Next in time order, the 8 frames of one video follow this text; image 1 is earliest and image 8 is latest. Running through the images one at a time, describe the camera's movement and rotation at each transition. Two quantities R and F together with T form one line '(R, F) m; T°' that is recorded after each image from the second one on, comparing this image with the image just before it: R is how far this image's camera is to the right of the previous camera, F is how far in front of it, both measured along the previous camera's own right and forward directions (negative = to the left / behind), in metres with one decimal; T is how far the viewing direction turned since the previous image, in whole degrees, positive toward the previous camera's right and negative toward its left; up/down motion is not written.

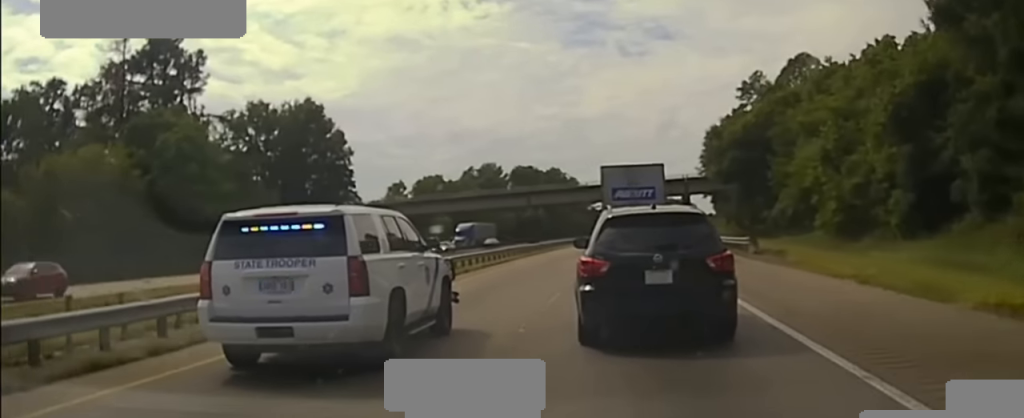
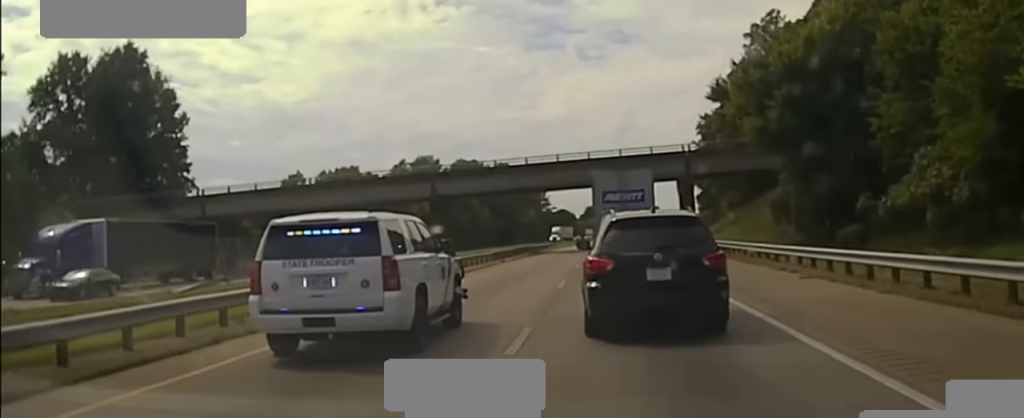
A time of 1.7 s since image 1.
(+1.9, +42.5) m; +3°
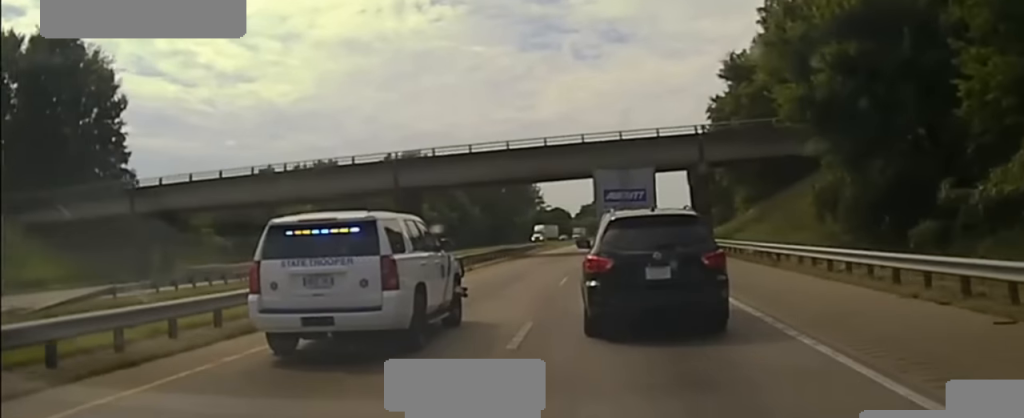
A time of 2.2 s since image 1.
(0.0, +11.8) m; 0°
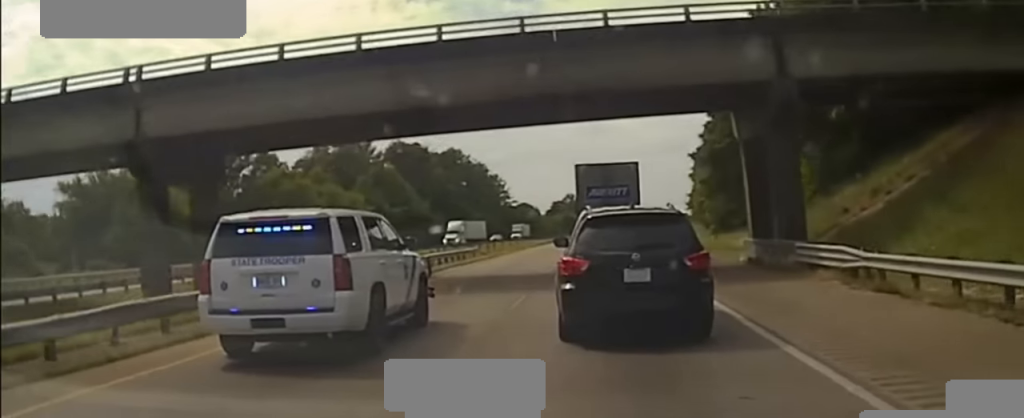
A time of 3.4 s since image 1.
(0.0, +32.0) m; +1°
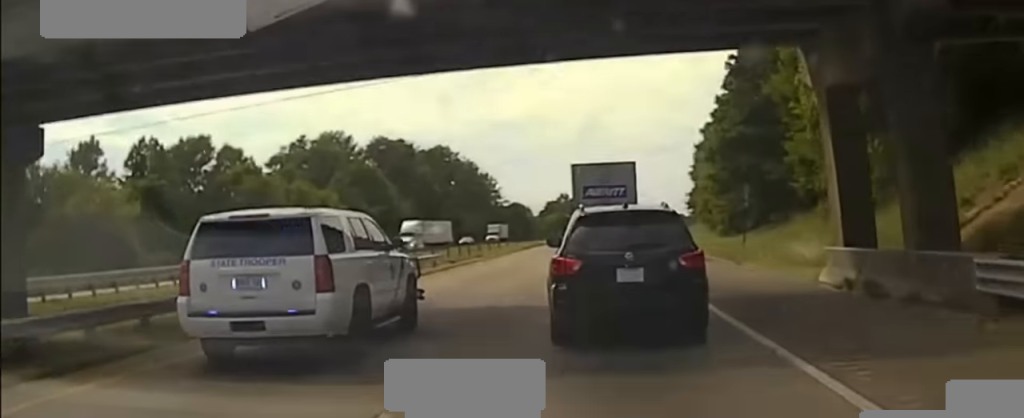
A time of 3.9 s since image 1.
(-0.1, +11.5) m; +1°
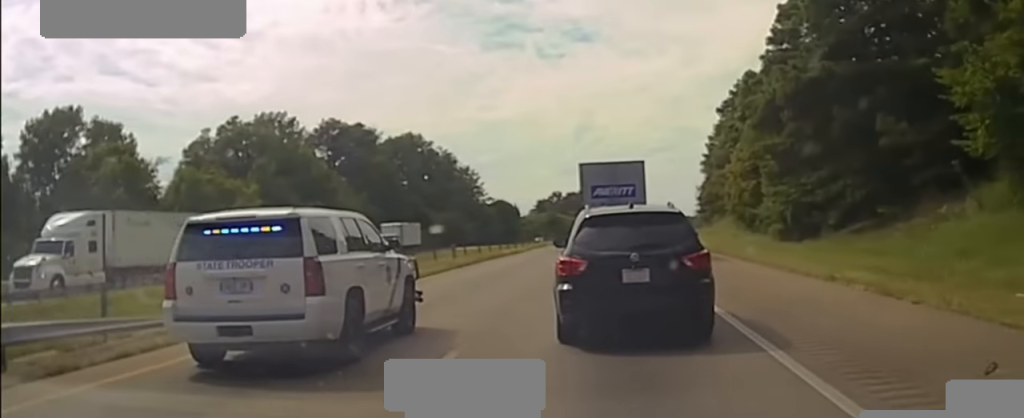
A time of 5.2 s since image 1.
(+0.8, +32.6) m; +2°
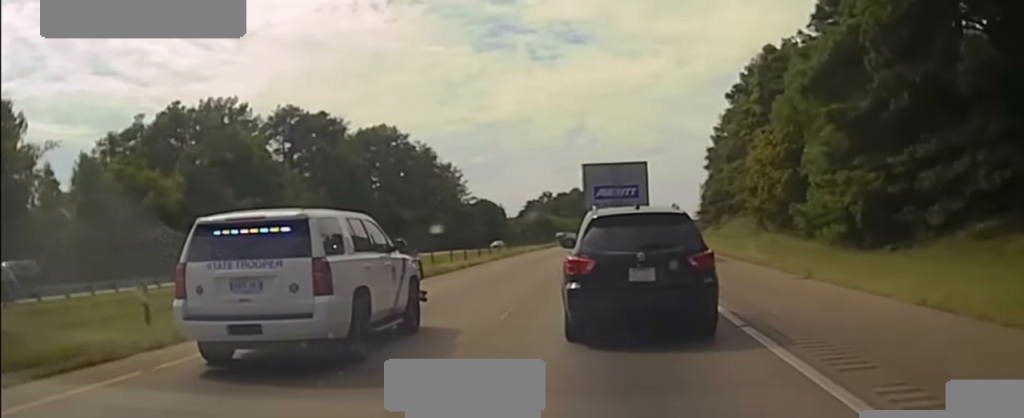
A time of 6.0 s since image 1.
(0.0, +19.3) m; 0°
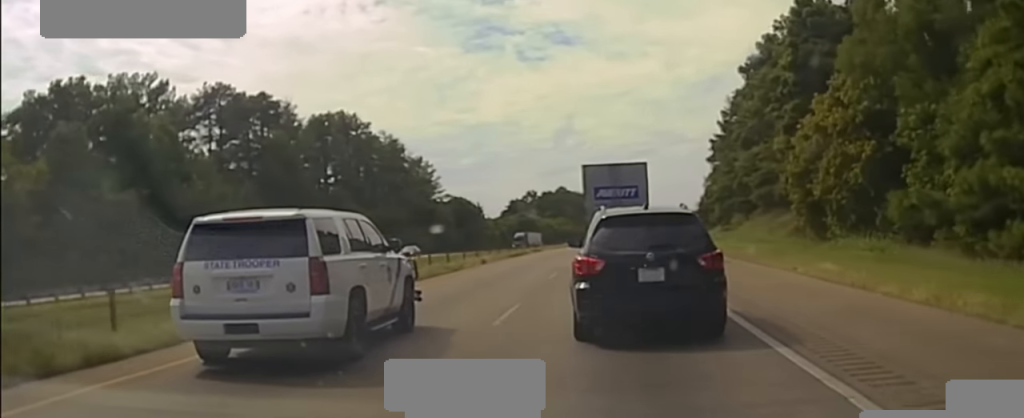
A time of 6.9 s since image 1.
(0.0, +23.0) m; 0°
